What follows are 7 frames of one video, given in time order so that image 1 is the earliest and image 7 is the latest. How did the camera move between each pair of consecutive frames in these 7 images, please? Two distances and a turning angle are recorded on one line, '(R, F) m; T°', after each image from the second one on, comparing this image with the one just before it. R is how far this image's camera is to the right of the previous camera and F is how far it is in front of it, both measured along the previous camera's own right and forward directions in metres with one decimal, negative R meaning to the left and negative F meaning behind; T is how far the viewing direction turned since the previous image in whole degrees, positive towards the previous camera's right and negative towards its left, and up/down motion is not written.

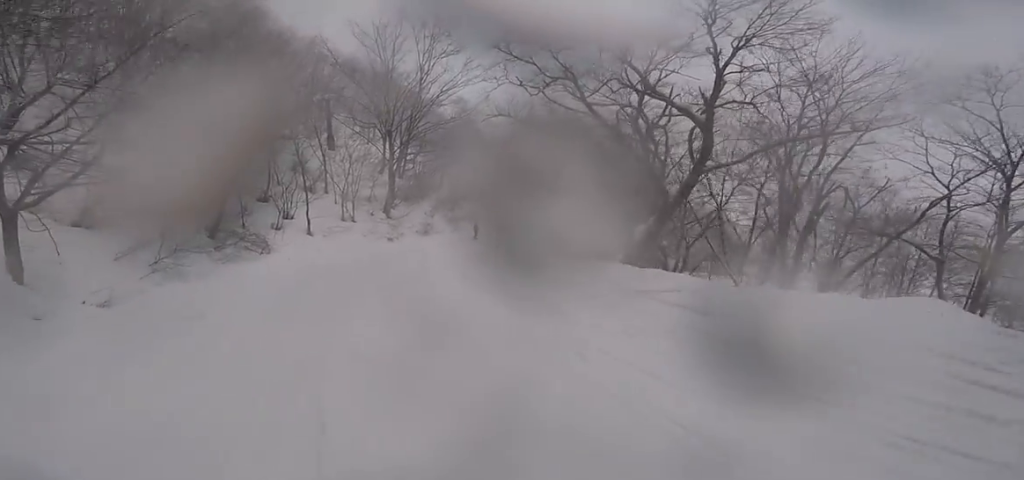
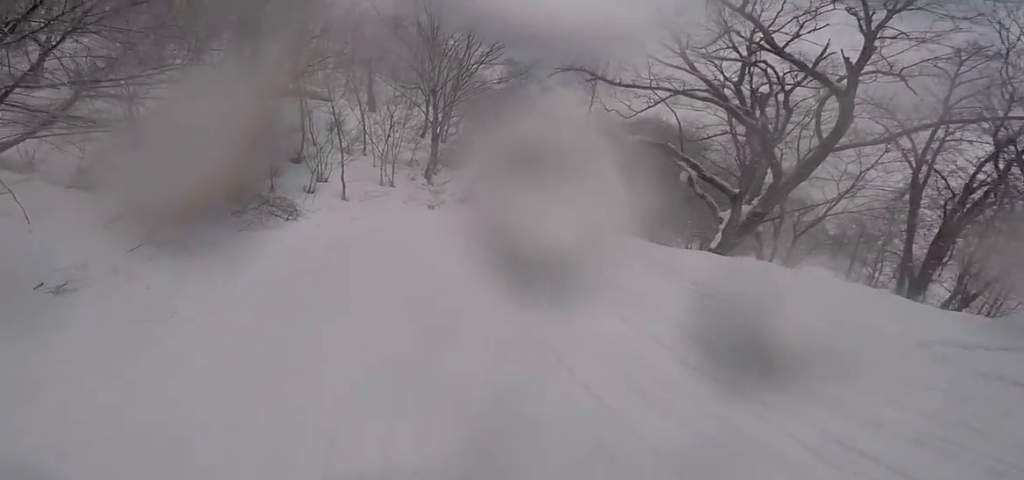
(+0.4, +2.9) m; +4°
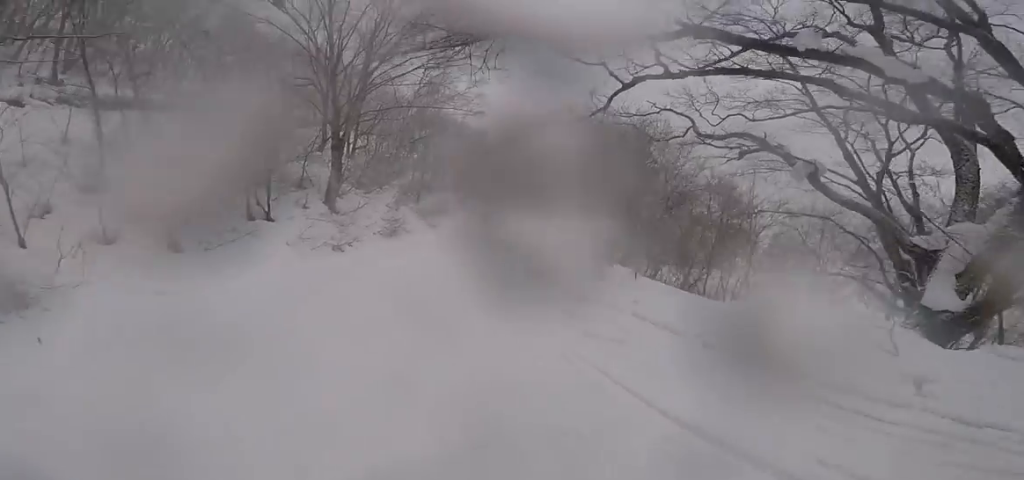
(+0.7, +10.3) m; +4°
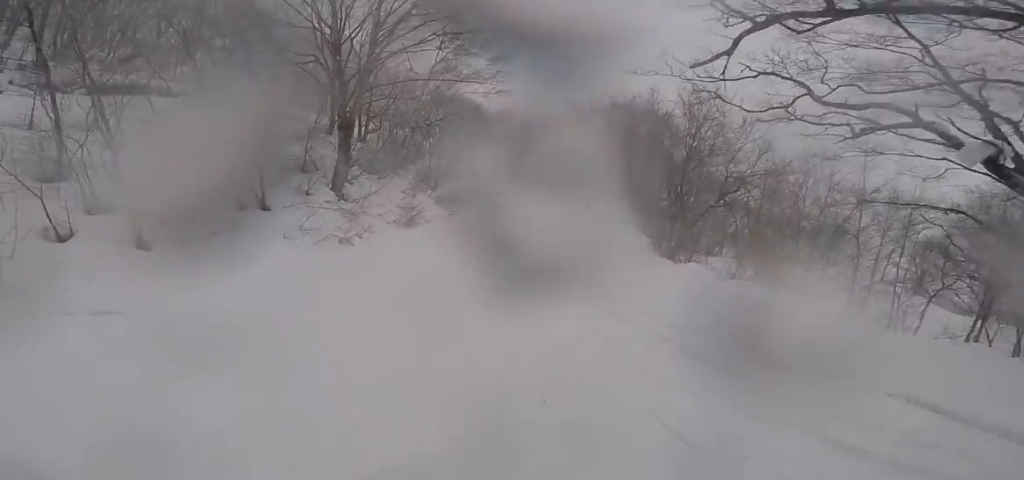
(0.0, +3.1) m; 0°
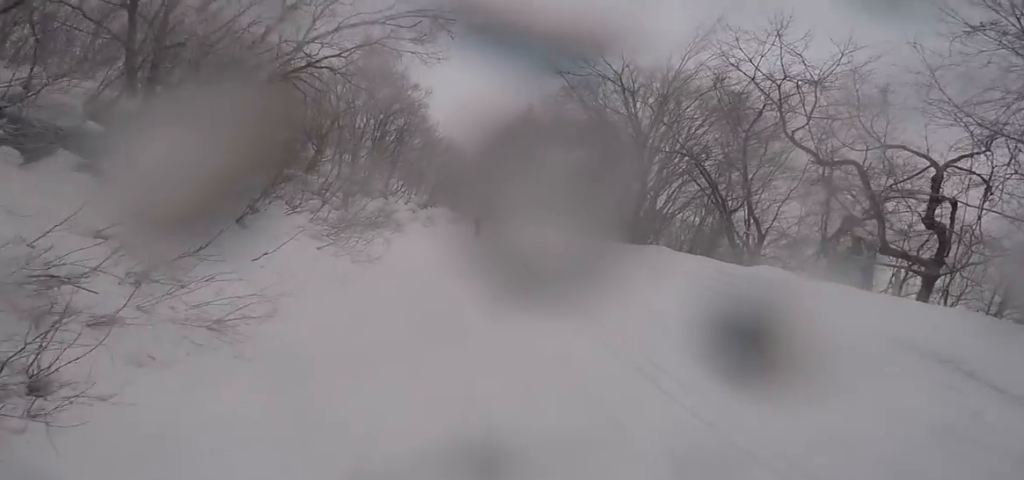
(+2.9, +19.8) m; +9°
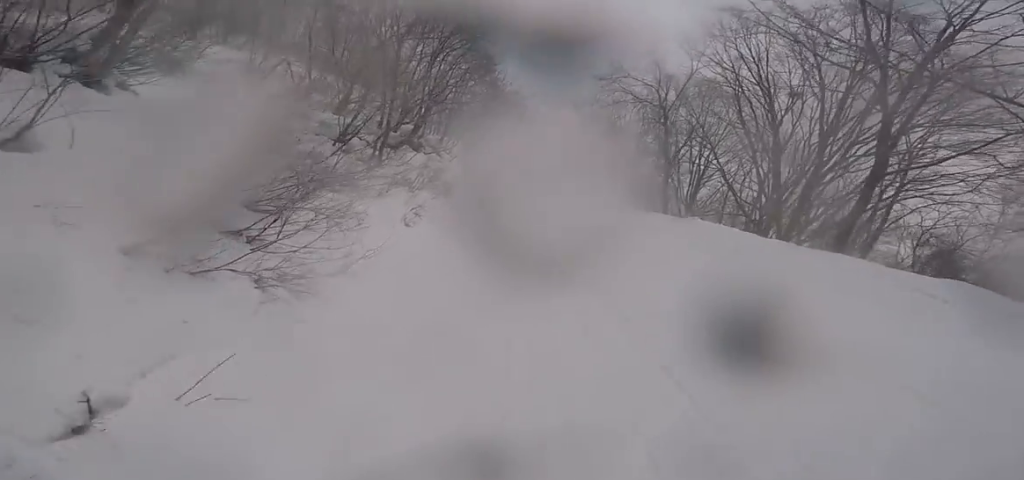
(-1.3, +8.8) m; +1°
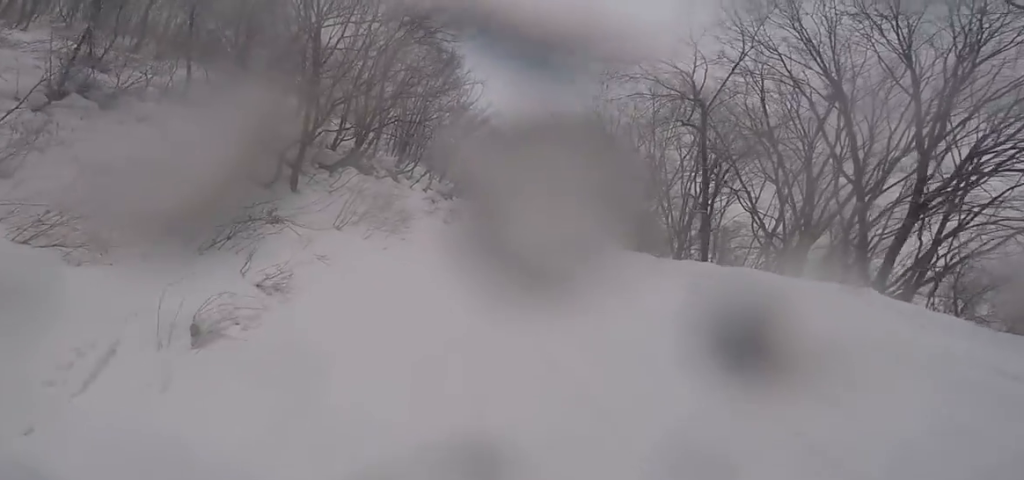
(+1.3, +7.5) m; +11°
